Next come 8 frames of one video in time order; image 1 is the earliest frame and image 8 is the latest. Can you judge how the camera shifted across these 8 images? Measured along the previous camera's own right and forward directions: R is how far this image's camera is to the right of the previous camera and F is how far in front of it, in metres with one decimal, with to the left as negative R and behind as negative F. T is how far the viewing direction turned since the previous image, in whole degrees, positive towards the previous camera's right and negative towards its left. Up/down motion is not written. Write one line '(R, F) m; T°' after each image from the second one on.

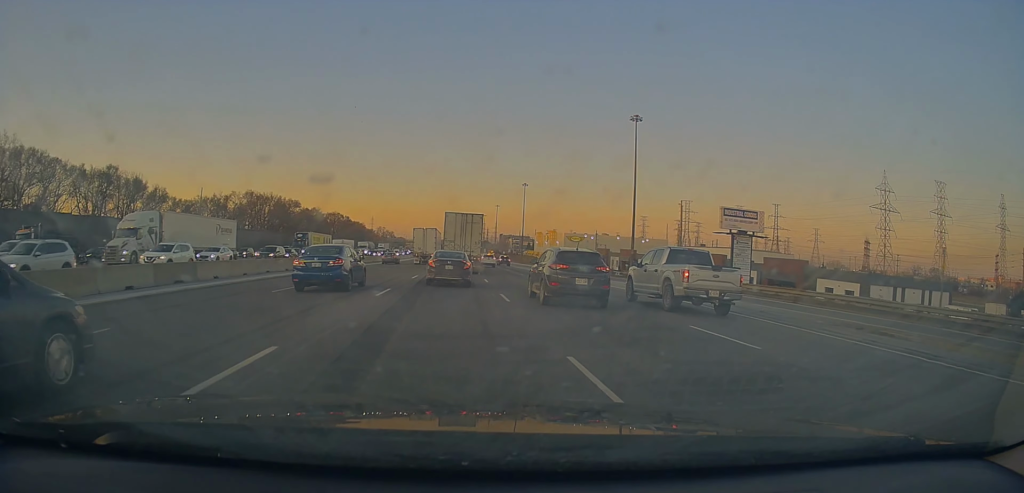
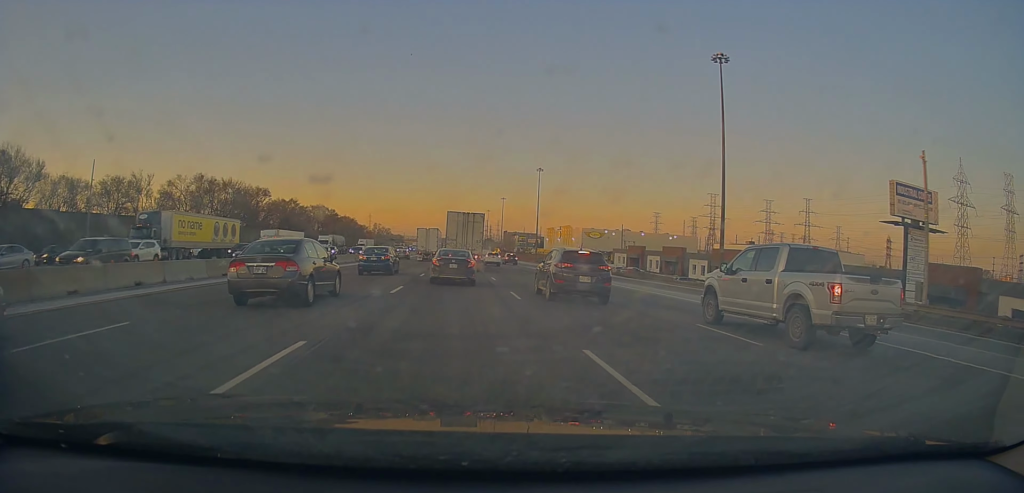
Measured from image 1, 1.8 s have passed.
(-0.6, +35.2) m; -1°
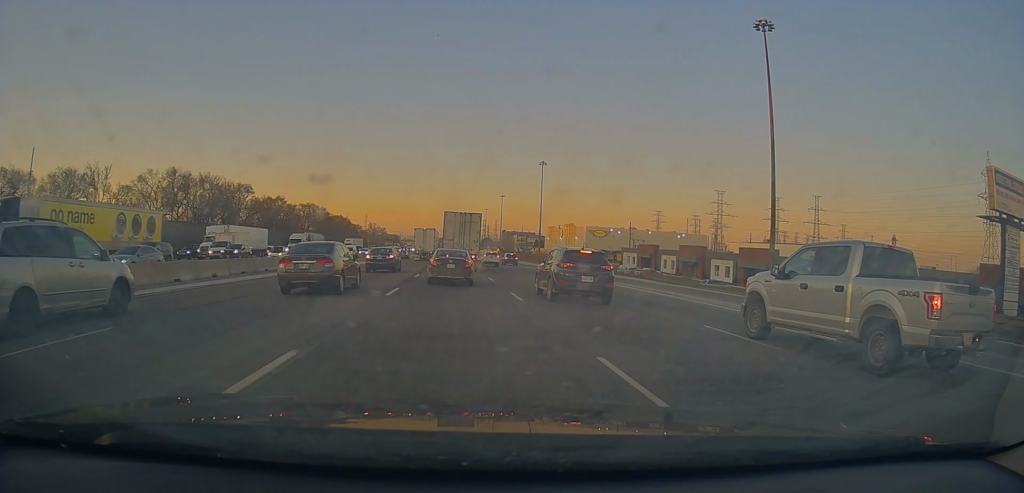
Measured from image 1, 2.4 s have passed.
(+0.2, +12.5) m; 0°
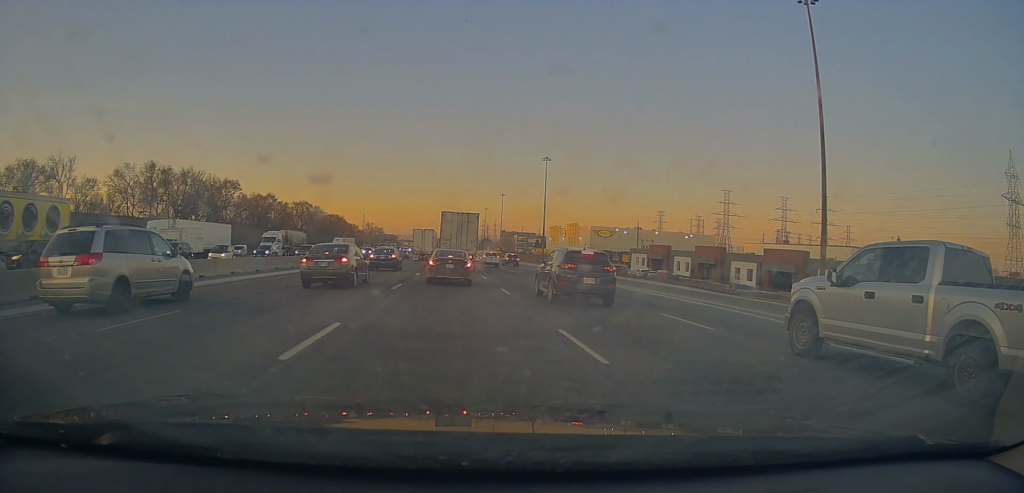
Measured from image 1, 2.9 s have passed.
(-0.2, +9.1) m; +1°
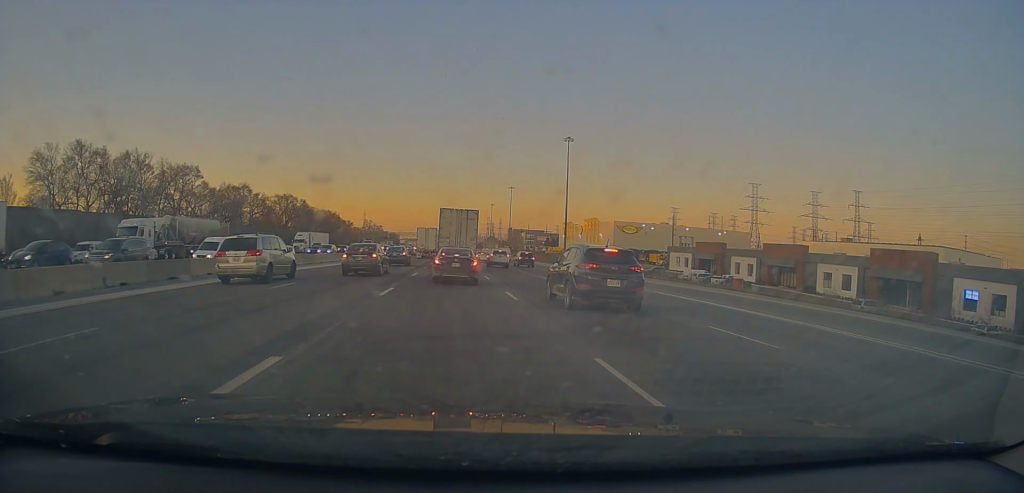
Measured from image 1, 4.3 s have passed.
(+0.5, +26.8) m; +2°
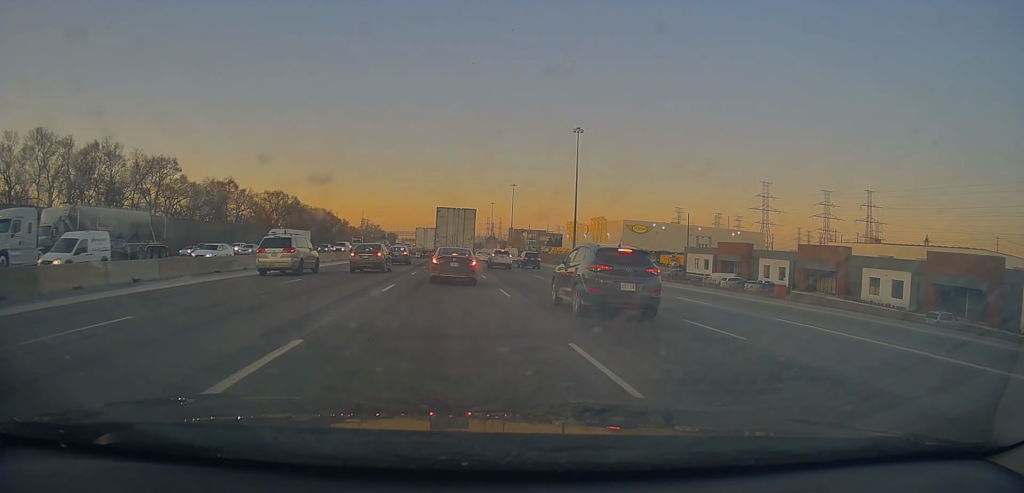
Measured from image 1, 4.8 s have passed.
(-0.1, +11.0) m; -1°
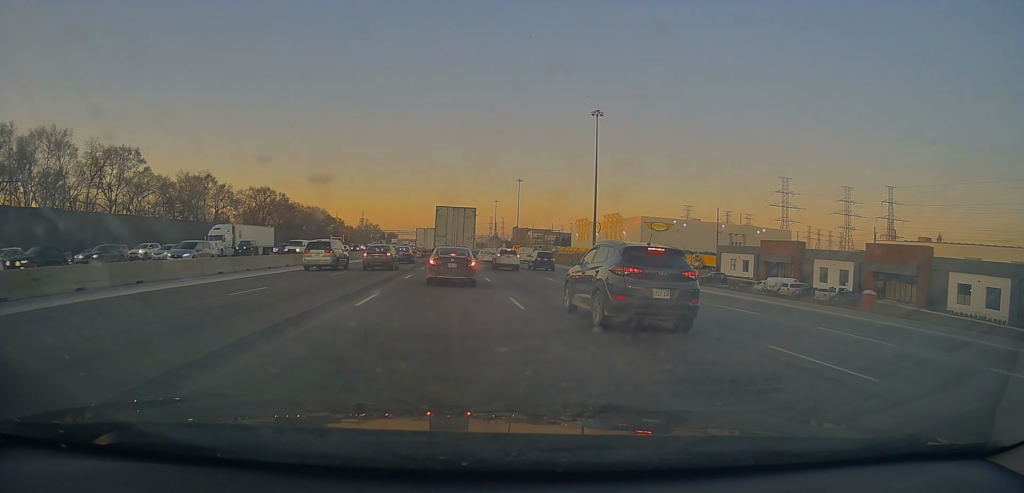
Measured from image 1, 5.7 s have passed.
(-0.3, +16.4) m; -1°
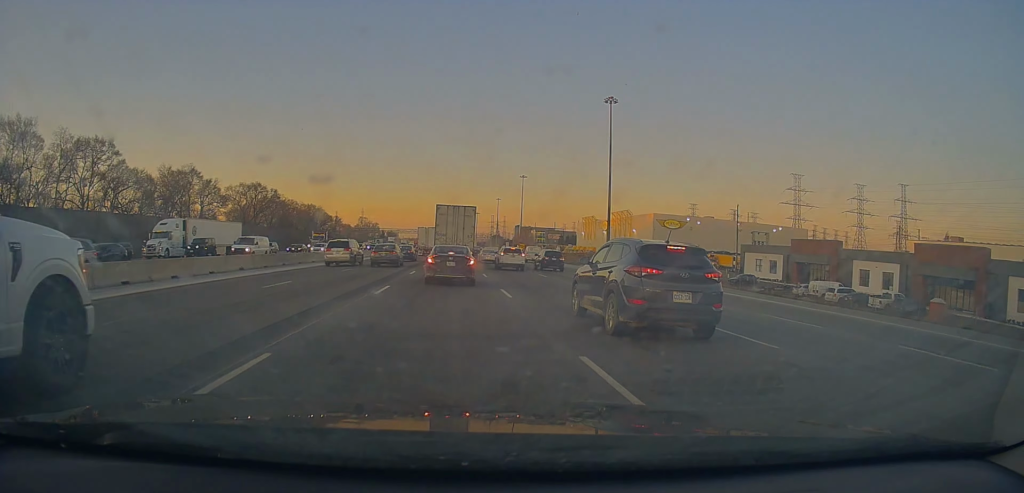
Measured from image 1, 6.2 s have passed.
(-0.3, +9.8) m; 0°
